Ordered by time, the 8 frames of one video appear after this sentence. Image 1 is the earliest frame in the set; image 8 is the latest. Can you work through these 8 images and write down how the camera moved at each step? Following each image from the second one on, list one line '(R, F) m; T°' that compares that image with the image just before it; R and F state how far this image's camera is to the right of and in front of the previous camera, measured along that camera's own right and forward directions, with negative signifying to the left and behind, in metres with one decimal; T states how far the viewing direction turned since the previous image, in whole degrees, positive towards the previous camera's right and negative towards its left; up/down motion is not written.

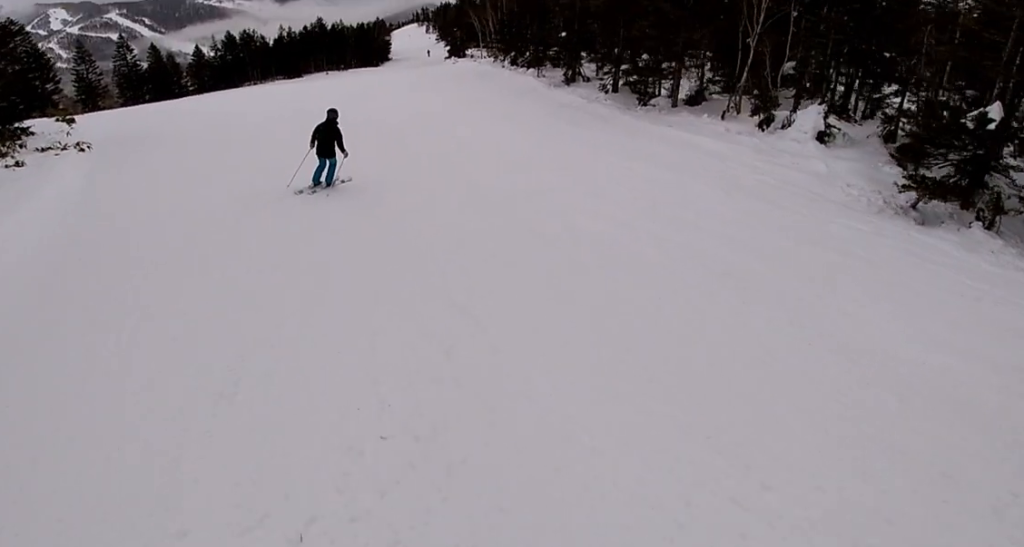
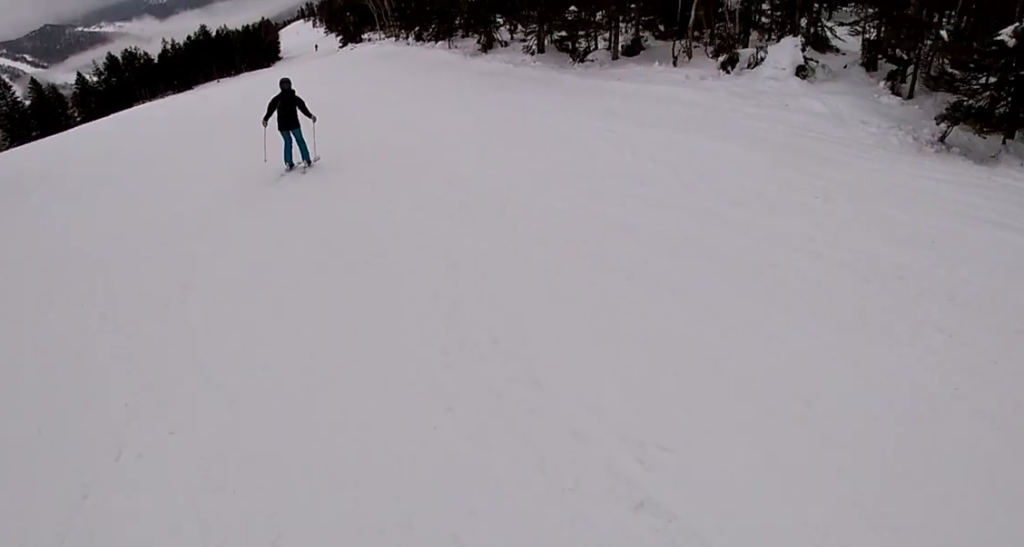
(0.0, +3.1) m; 0°
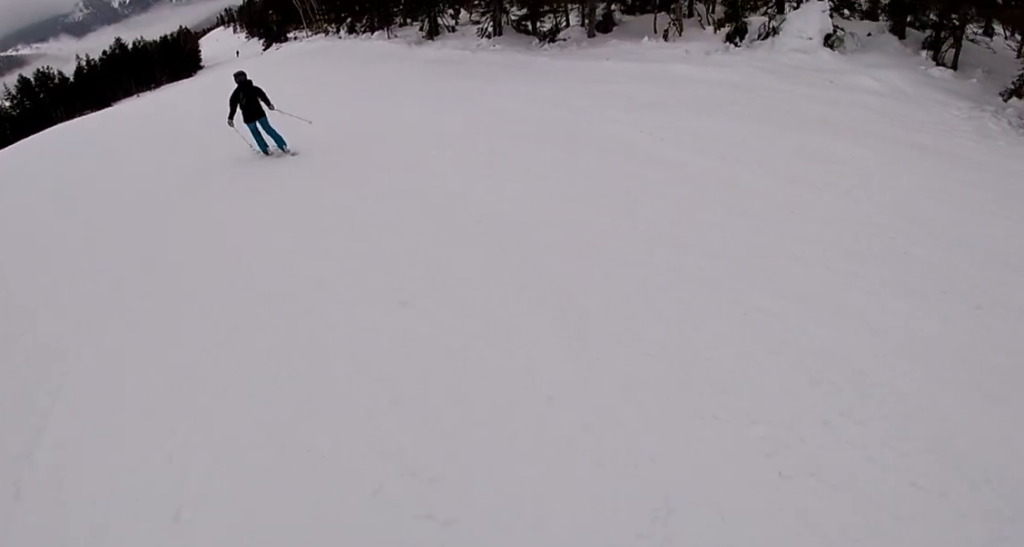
(0.0, +3.6) m; 0°
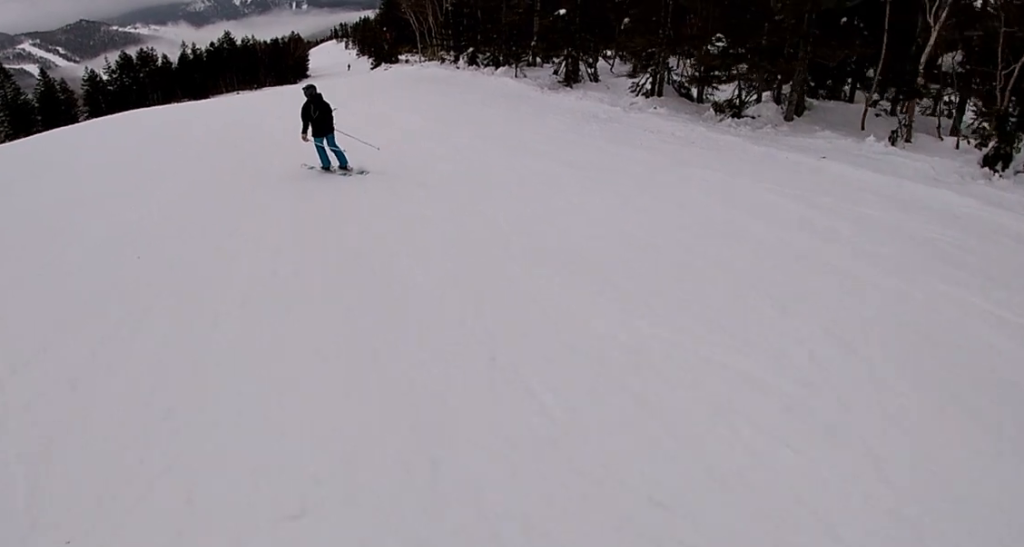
(0.0, +4.8) m; -4°
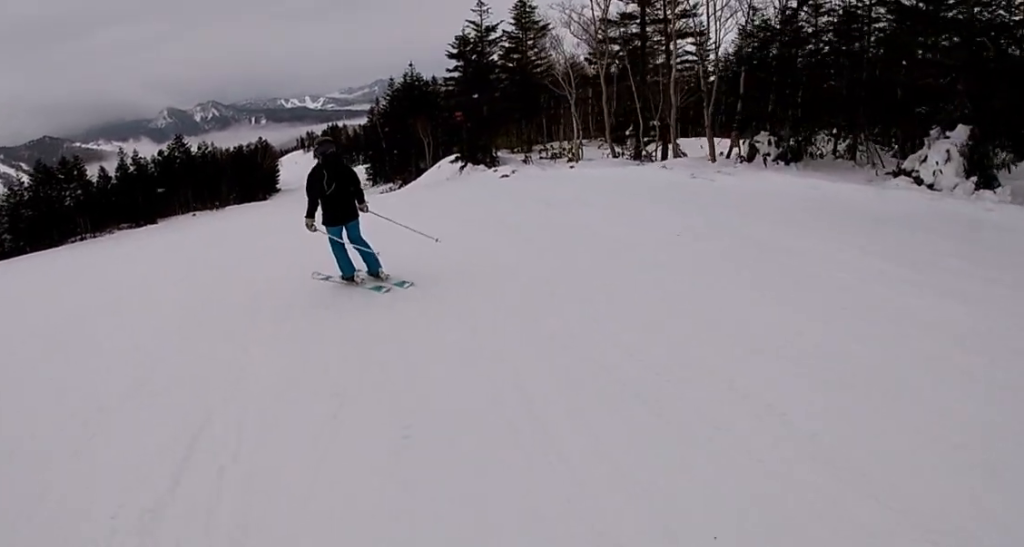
(+1.6, +24.9) m; +5°
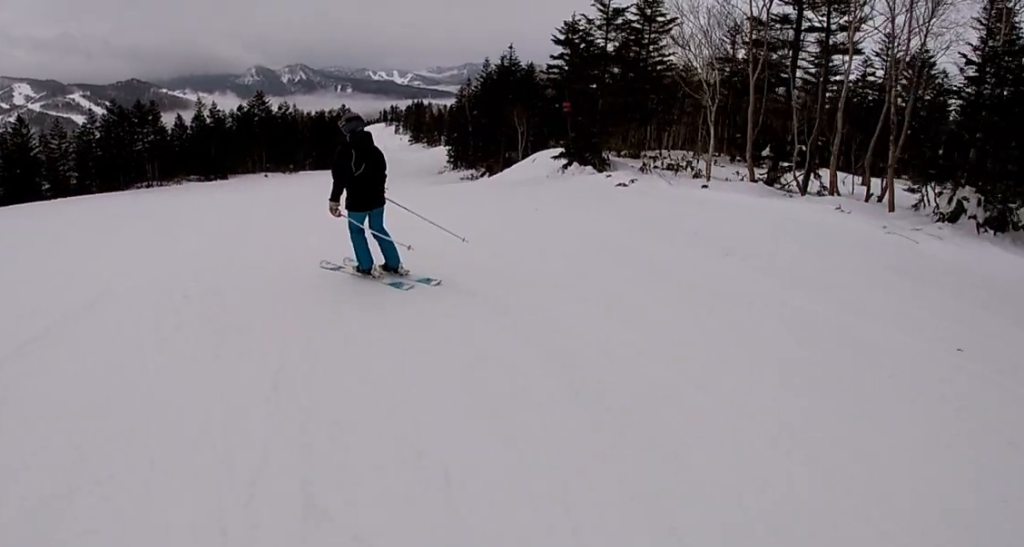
(-0.9, +2.9) m; -5°
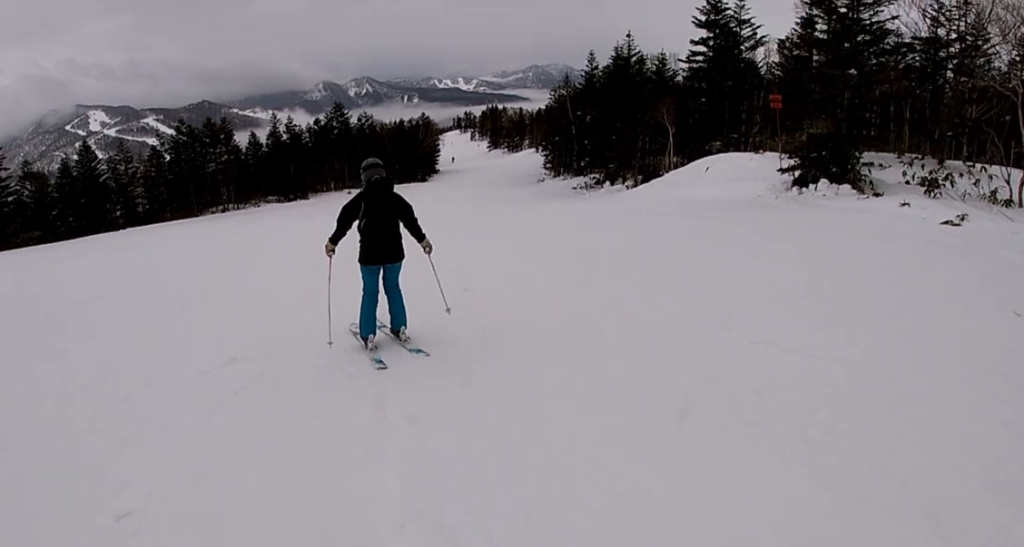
(-0.5, +7.4) m; 0°
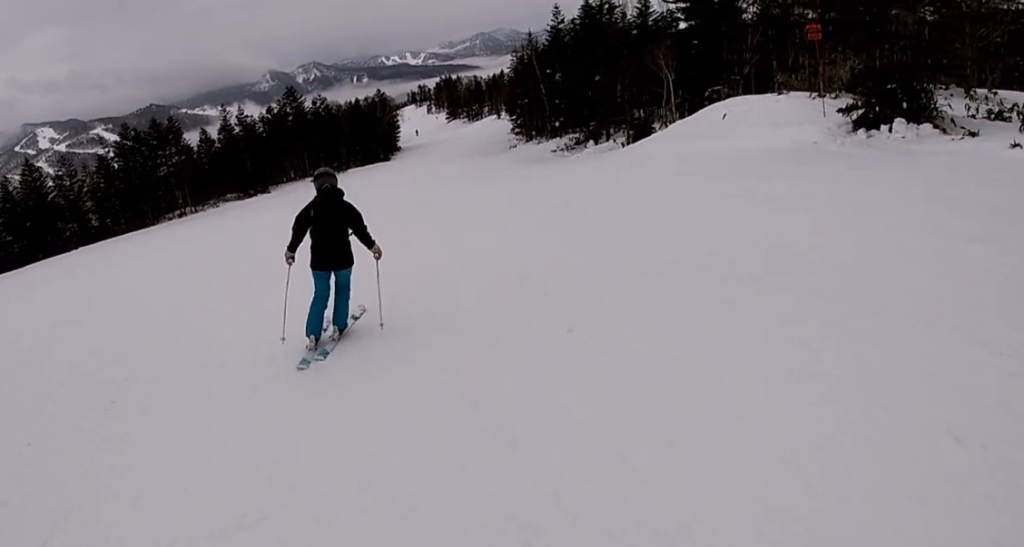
(+0.2, +3.6) m; +3°
